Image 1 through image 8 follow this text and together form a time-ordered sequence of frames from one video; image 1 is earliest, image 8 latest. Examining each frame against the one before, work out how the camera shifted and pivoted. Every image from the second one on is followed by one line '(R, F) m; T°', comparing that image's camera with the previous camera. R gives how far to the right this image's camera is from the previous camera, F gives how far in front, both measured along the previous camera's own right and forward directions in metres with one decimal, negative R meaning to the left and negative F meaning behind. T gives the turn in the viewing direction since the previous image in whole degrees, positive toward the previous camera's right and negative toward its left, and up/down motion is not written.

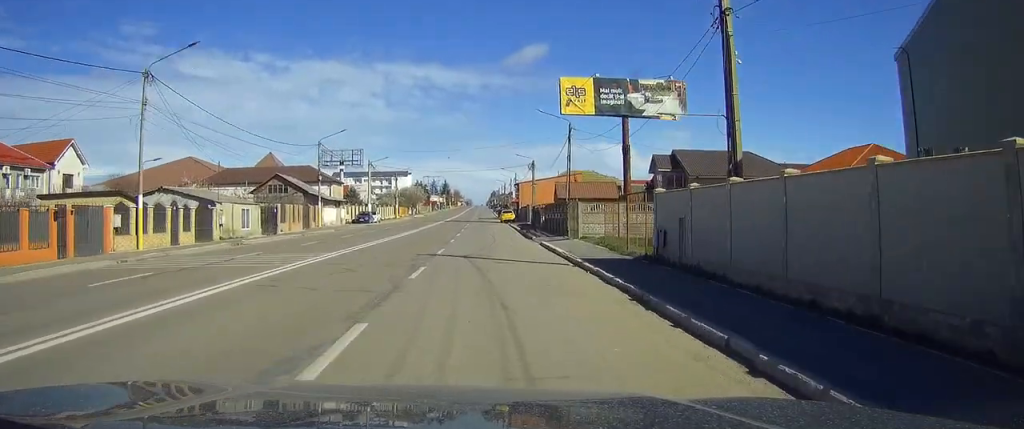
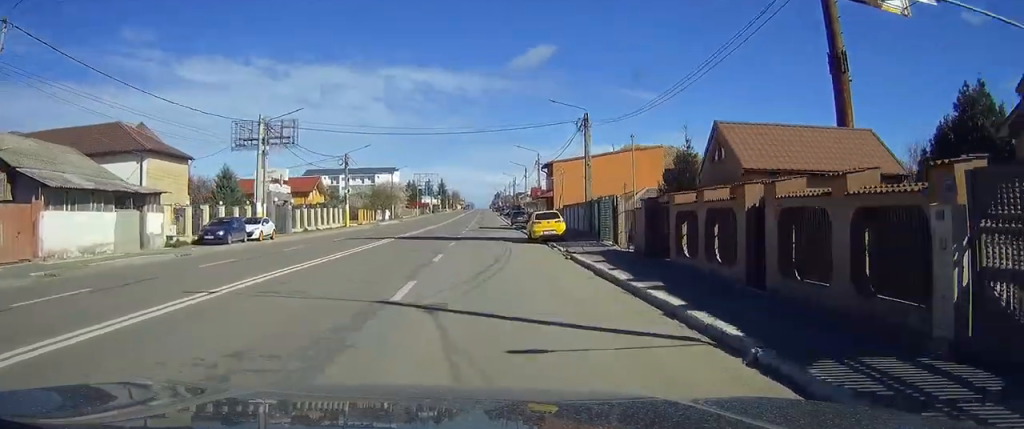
(-0.1, +47.8) m; -1°
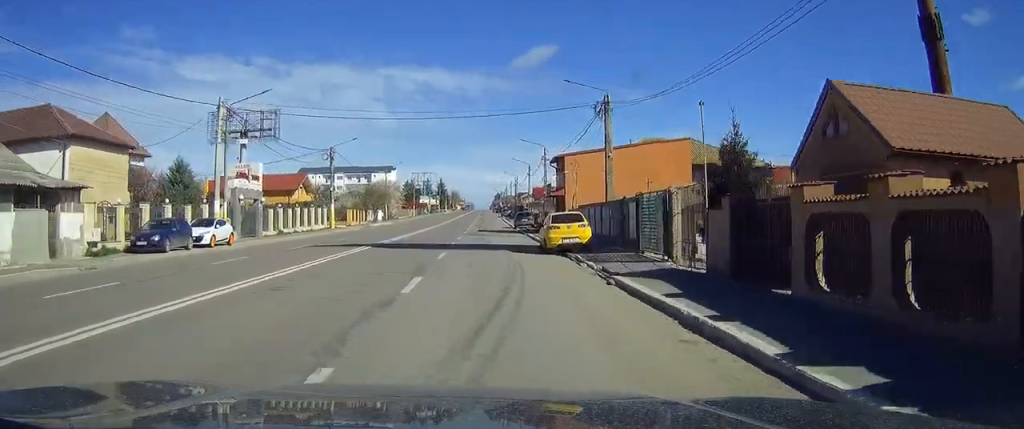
(-0.1, +7.9) m; 0°
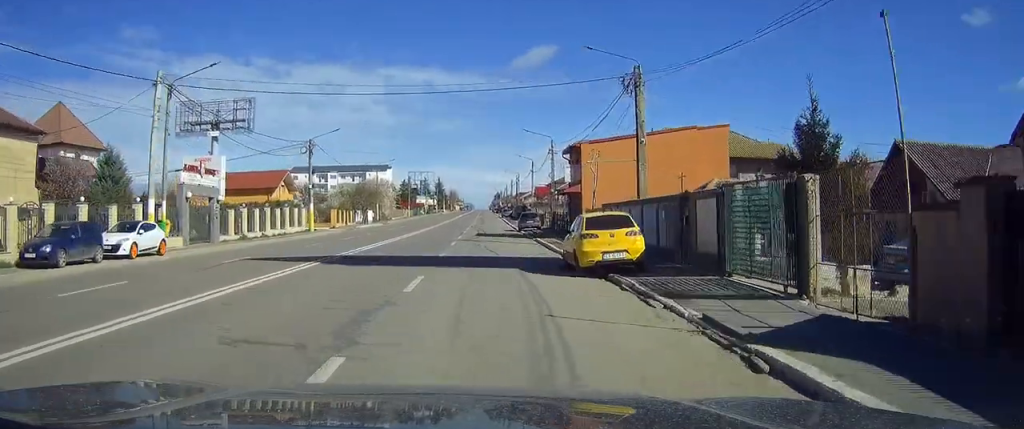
(-0.1, +8.5) m; 0°
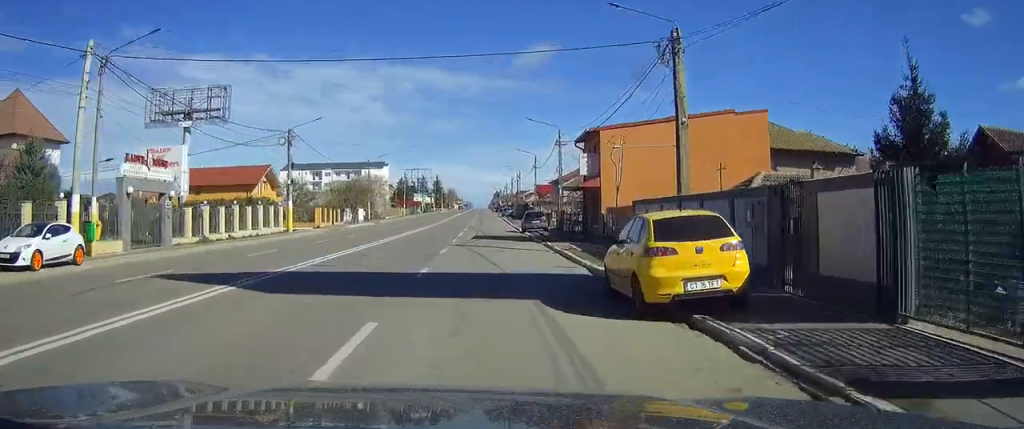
(0.0, +6.8) m; 0°
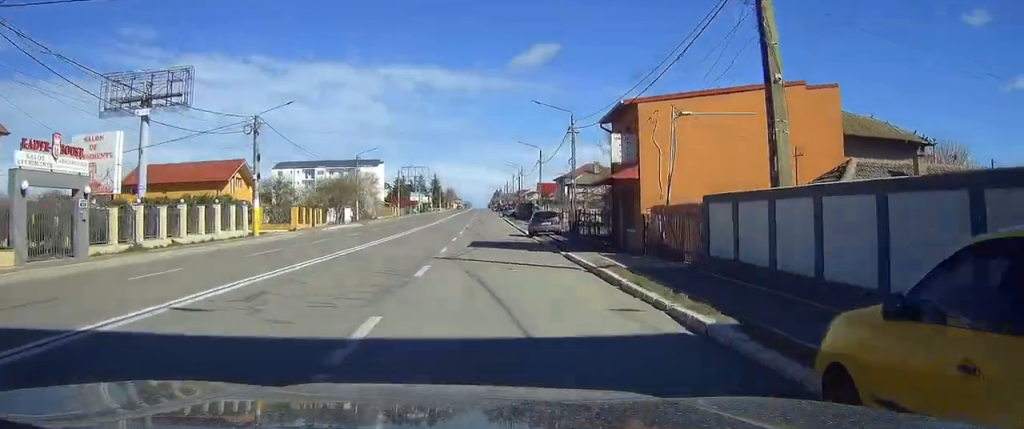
(0.0, +8.5) m; 0°
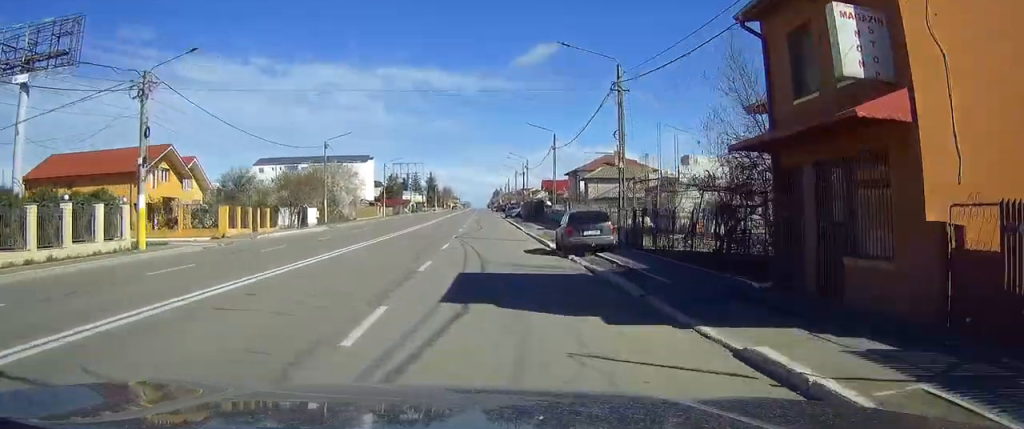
(0.0, +17.0) m; 0°
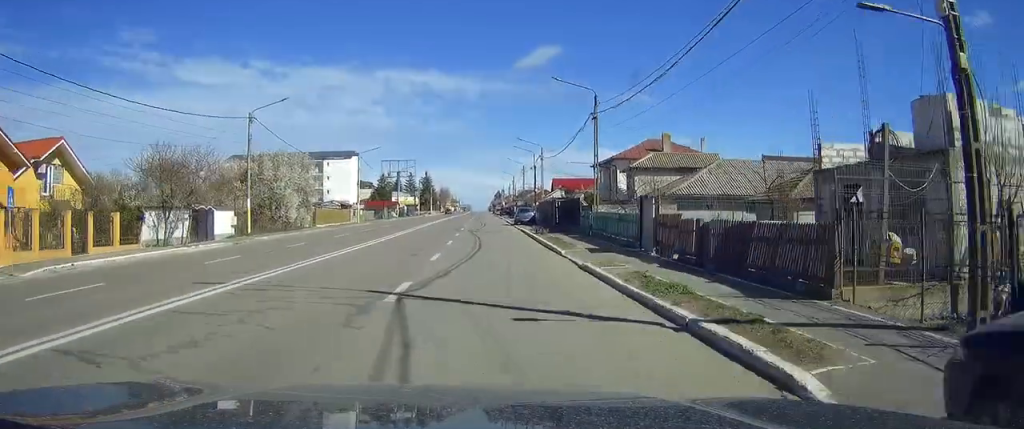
(0.0, +23.1) m; 0°
